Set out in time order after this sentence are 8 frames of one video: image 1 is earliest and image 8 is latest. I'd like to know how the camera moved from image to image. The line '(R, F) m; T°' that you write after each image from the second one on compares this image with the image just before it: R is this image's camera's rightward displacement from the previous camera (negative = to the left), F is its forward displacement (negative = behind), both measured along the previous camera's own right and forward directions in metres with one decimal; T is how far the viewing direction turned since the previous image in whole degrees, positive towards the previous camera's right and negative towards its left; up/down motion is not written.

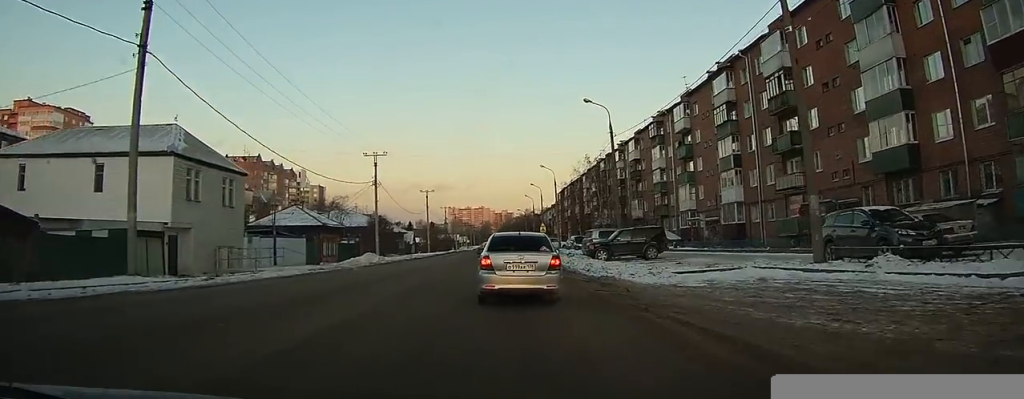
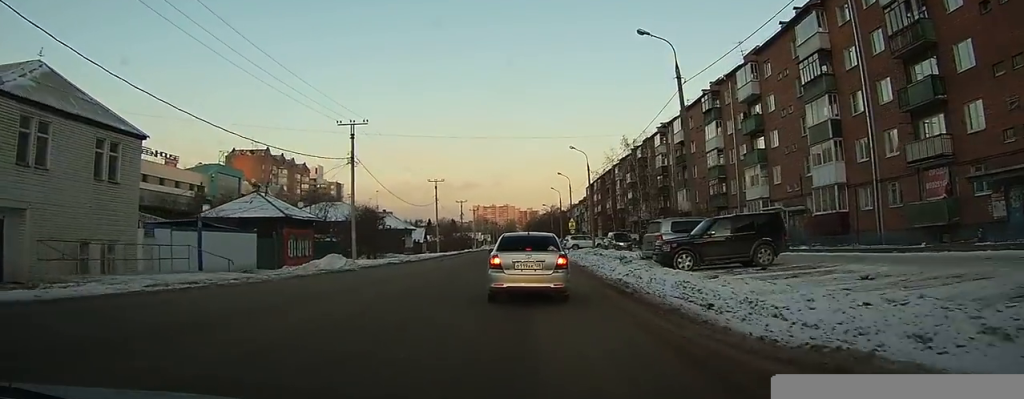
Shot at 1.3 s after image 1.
(+0.1, +14.7) m; 0°
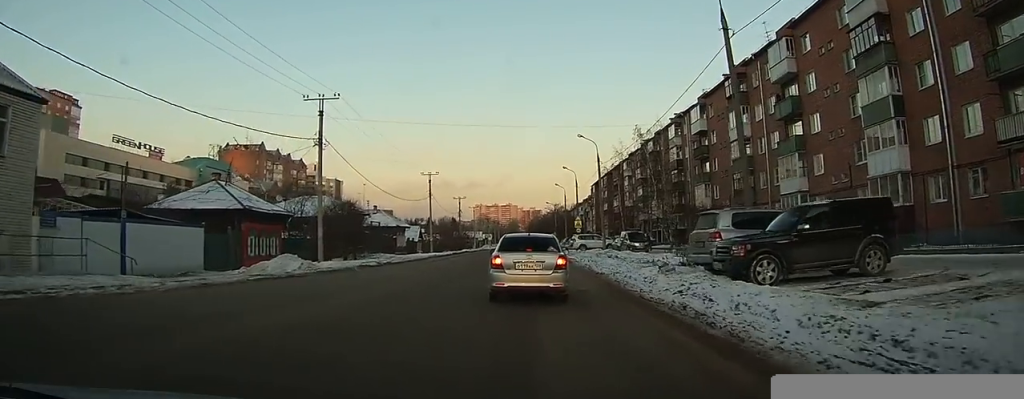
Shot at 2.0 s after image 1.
(0.0, +7.4) m; -1°
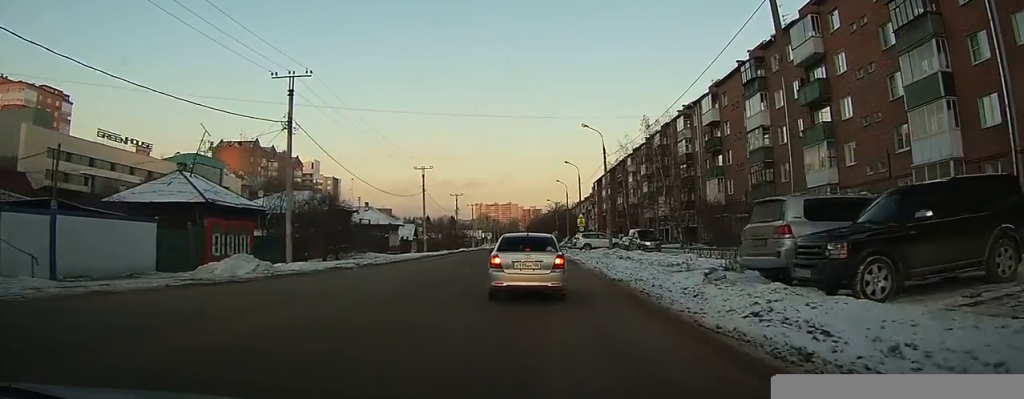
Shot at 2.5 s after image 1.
(-0.1, +4.8) m; -1°
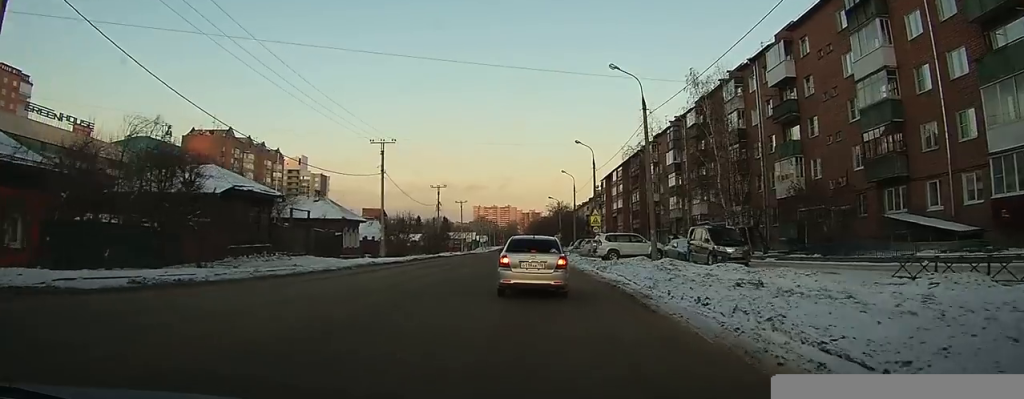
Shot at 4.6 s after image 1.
(-0.3, +19.8) m; 0°
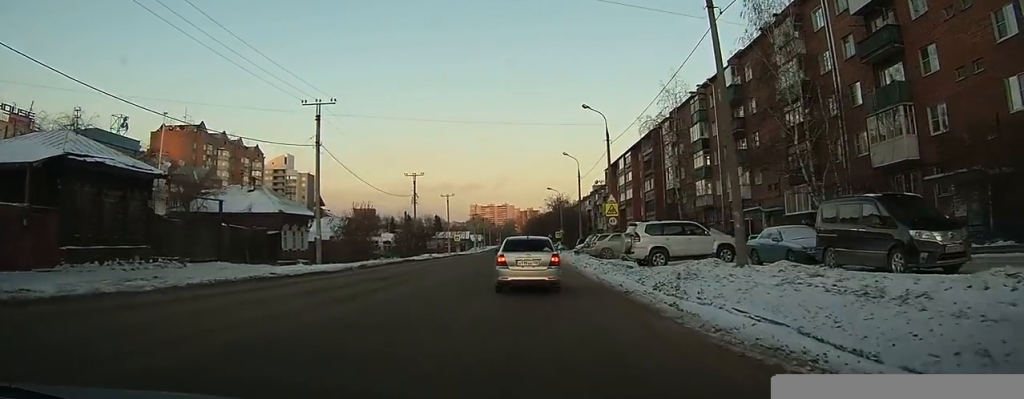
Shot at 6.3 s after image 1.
(+0.3, +15.0) m; +1°
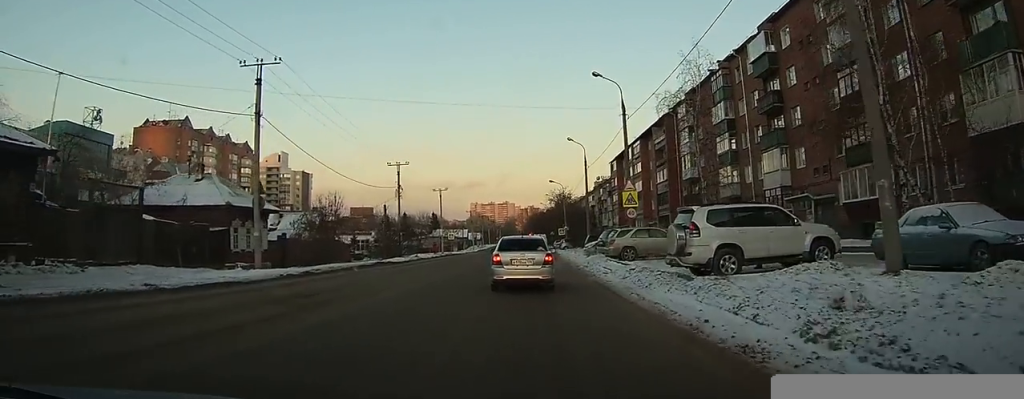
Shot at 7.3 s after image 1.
(0.0, +8.4) m; 0°
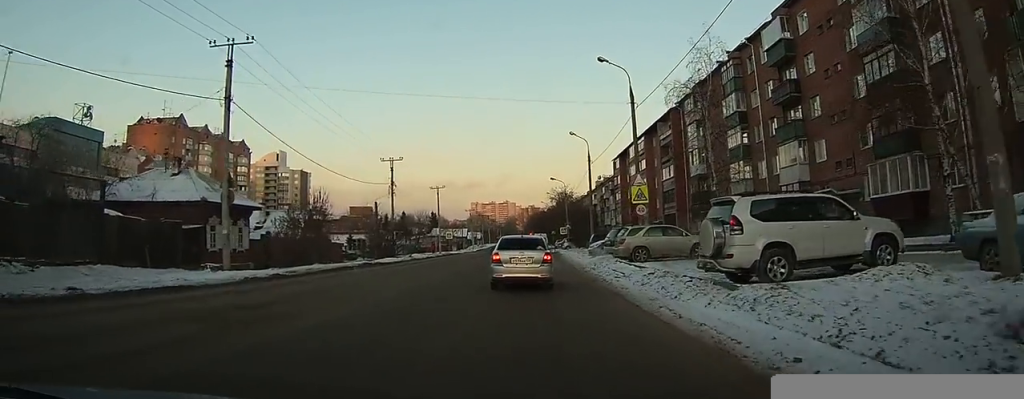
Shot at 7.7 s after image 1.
(0.0, +3.2) m; 0°
